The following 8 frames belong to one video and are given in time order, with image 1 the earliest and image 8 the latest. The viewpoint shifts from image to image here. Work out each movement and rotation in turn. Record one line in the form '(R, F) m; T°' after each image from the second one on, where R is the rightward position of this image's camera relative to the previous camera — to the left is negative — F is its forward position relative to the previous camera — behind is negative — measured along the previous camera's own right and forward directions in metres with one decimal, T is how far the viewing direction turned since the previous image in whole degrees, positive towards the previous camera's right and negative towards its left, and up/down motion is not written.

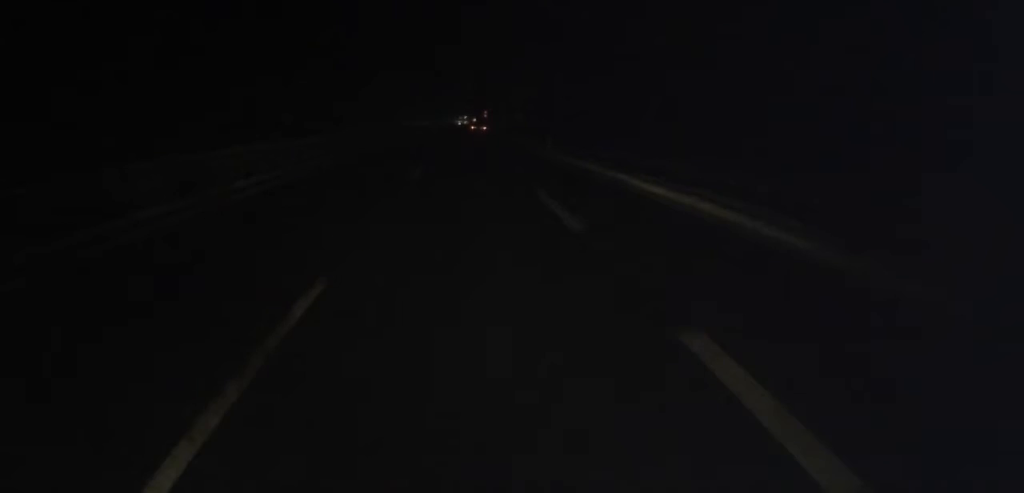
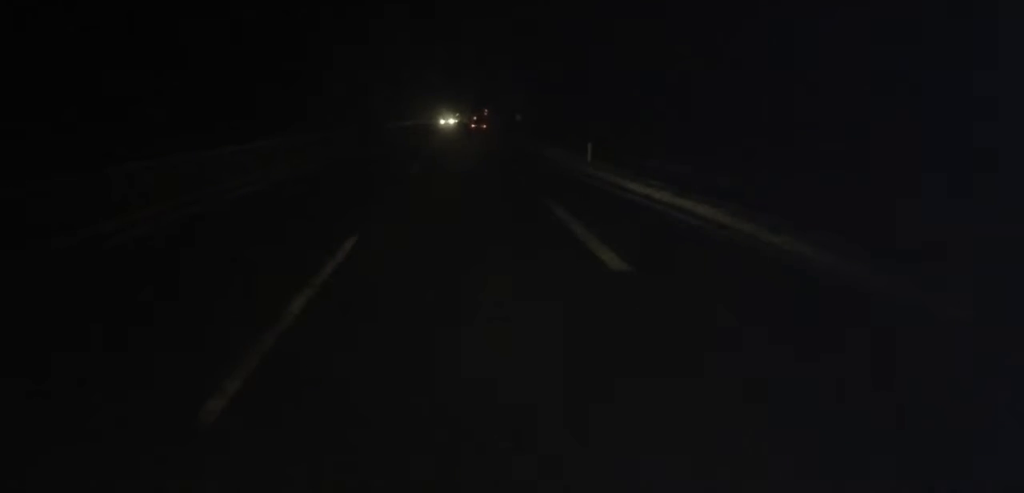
(+0.1, +15.4) m; 0°
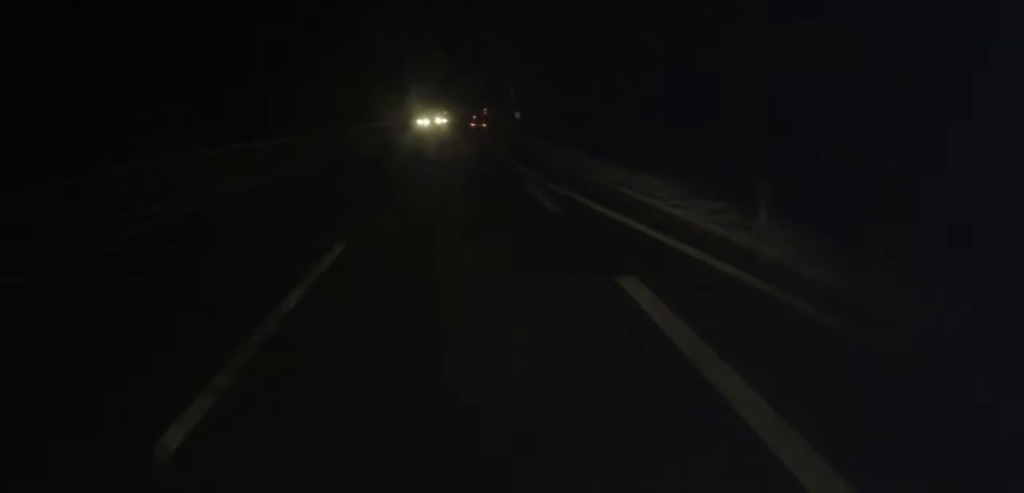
(-0.5, +18.4) m; 0°
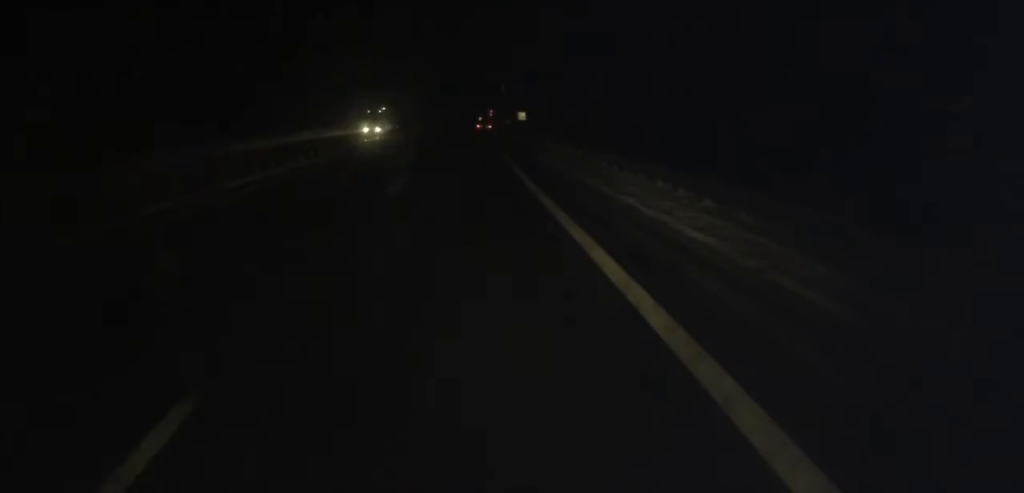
(+1.4, +59.1) m; +2°
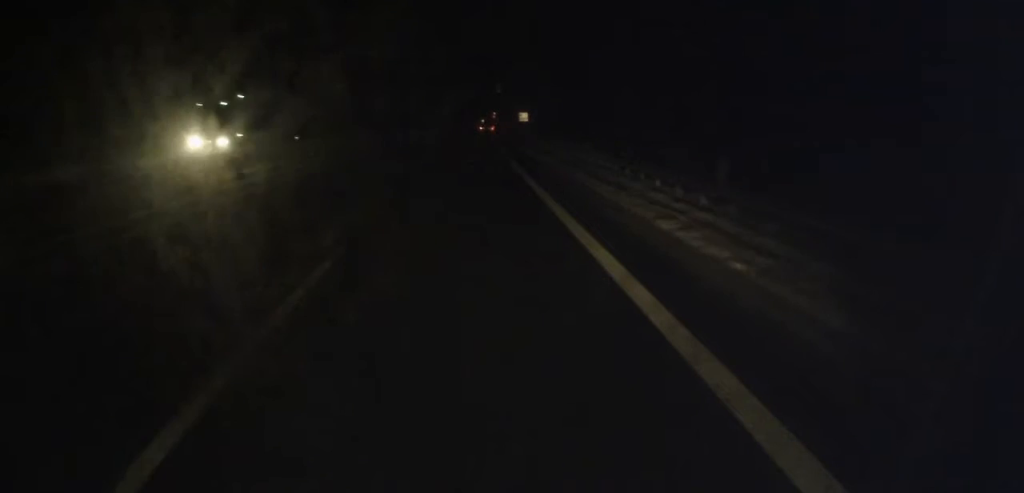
(+0.6, +31.9) m; 0°
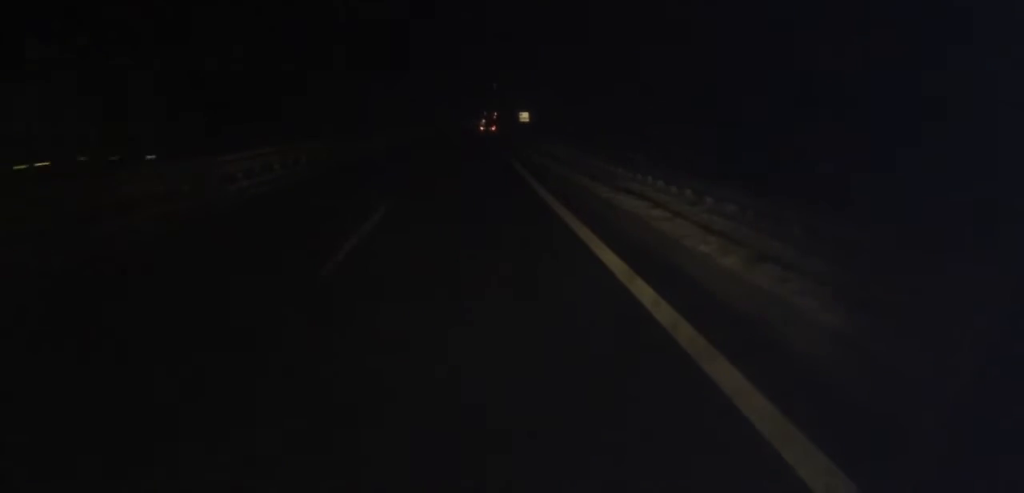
(-0.3, +13.3) m; 0°
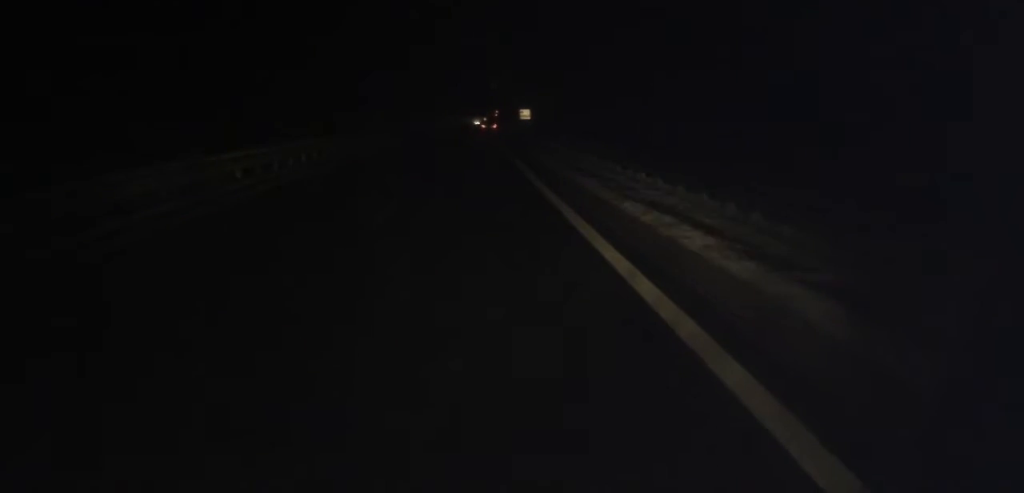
(-0.2, +12.5) m; 0°
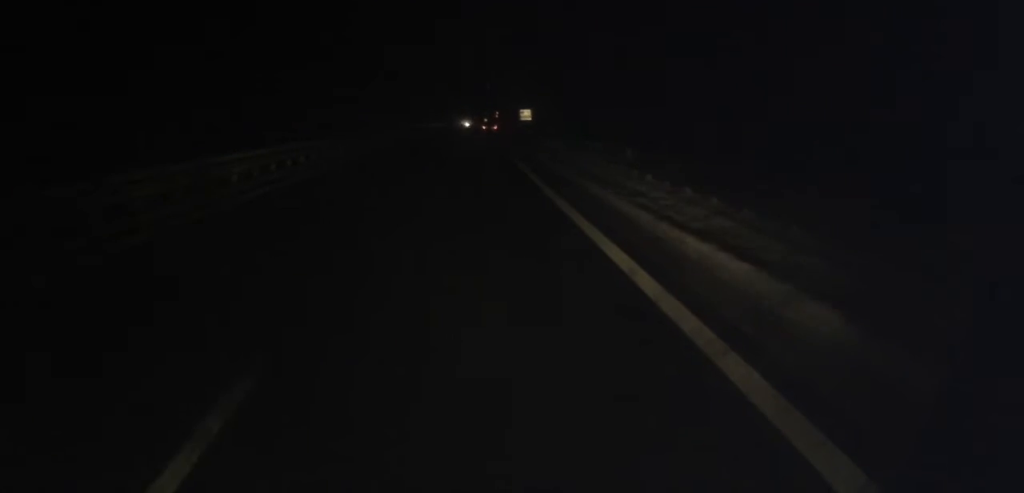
(+0.4, +14.6) m; +1°
